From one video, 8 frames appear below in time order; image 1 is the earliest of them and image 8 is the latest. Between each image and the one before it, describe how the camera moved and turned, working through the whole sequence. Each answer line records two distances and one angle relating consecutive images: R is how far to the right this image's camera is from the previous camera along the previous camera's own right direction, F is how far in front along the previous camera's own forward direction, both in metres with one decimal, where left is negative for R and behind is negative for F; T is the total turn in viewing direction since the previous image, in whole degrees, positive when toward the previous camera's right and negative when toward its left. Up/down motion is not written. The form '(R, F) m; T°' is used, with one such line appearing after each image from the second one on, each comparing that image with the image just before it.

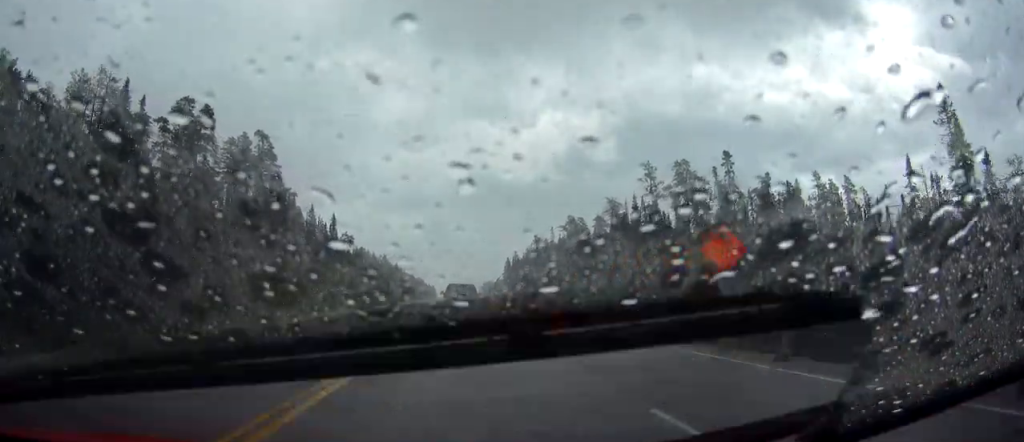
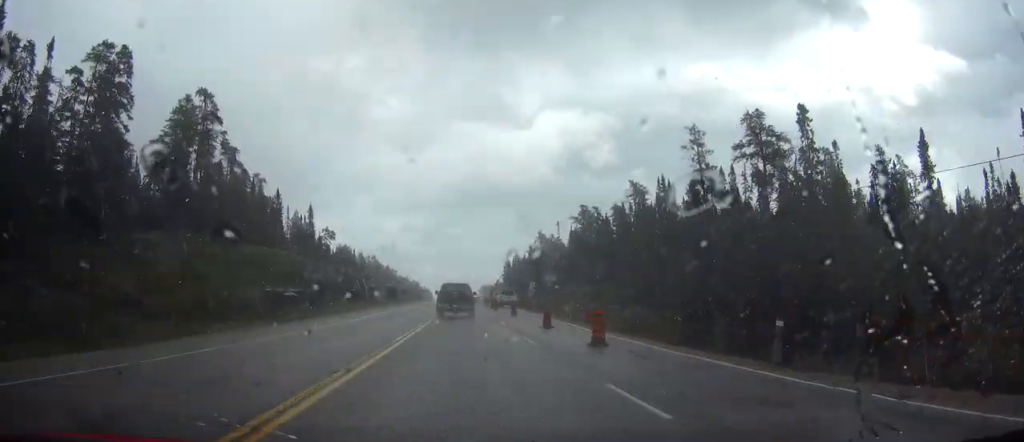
(+0.1, +20.5) m; 0°
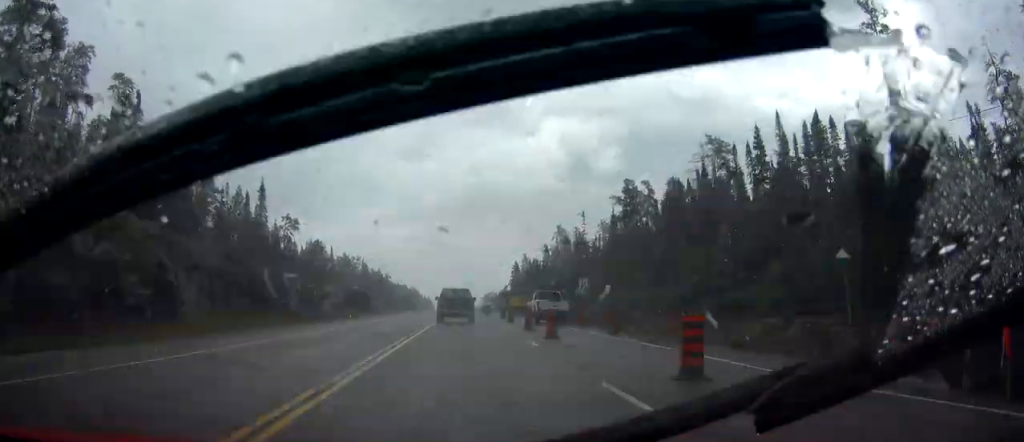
(0.0, +35.5) m; 0°
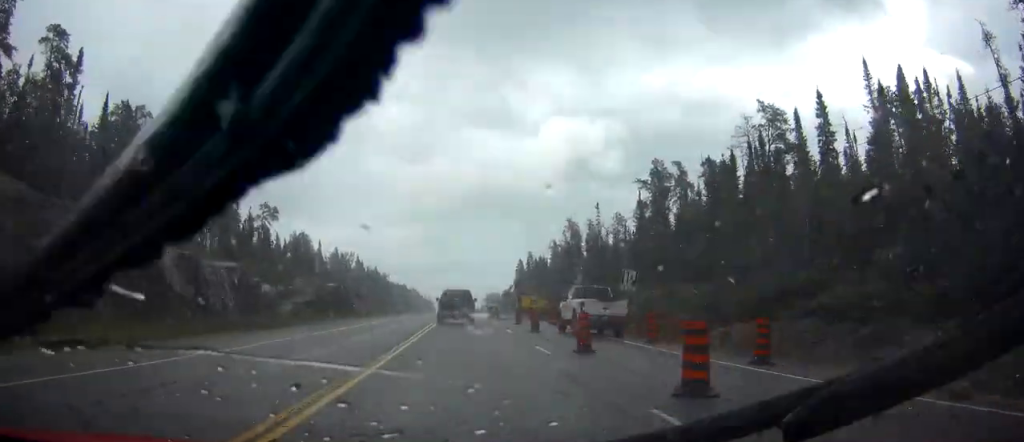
(0.0, +14.4) m; 0°
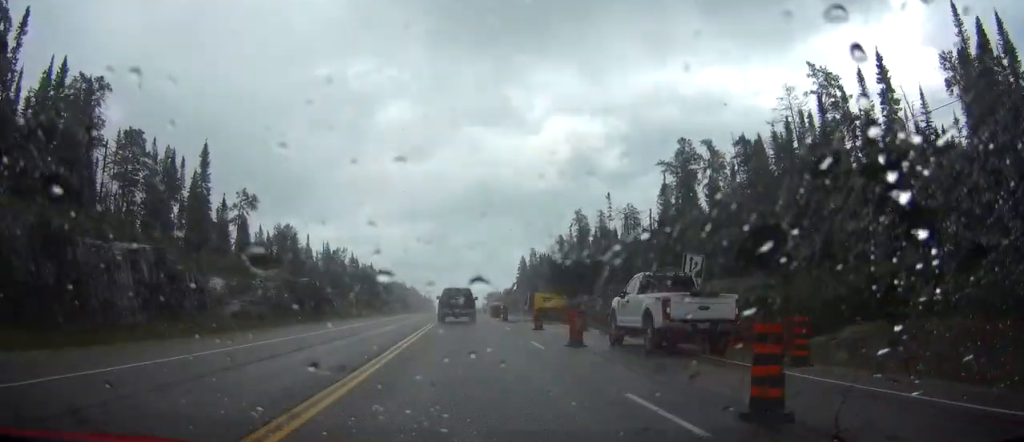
(0.0, +10.9) m; 0°
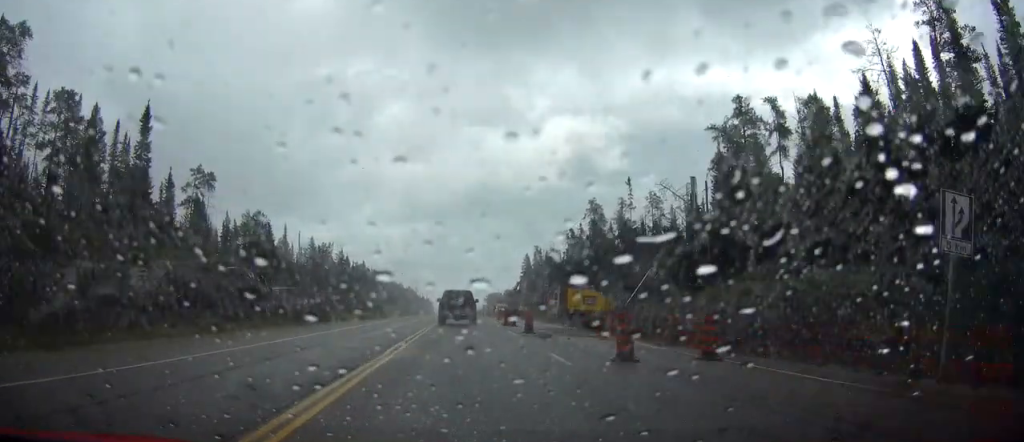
(-0.1, +16.5) m; 0°
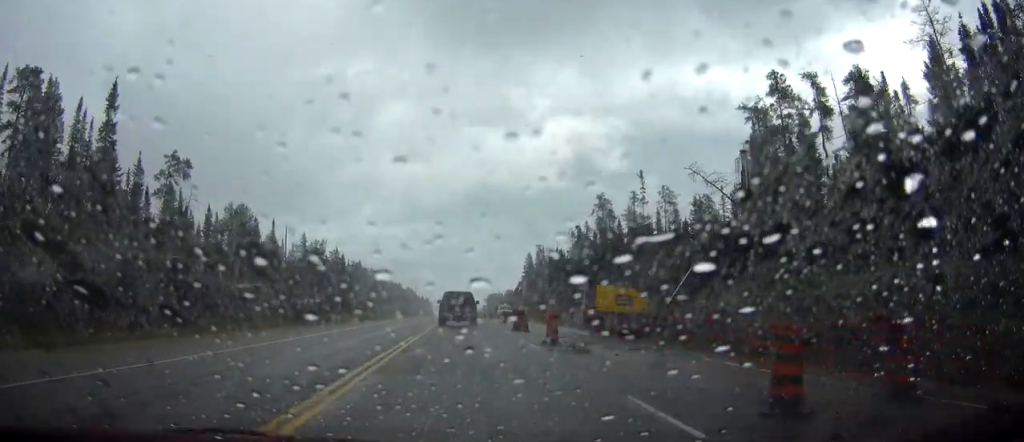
(0.0, +7.4) m; 0°
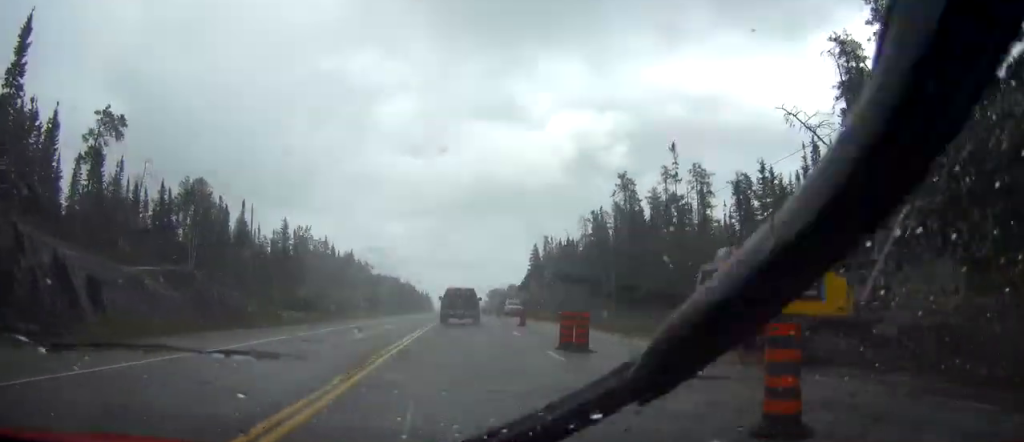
(0.0, +15.2) m; 0°
